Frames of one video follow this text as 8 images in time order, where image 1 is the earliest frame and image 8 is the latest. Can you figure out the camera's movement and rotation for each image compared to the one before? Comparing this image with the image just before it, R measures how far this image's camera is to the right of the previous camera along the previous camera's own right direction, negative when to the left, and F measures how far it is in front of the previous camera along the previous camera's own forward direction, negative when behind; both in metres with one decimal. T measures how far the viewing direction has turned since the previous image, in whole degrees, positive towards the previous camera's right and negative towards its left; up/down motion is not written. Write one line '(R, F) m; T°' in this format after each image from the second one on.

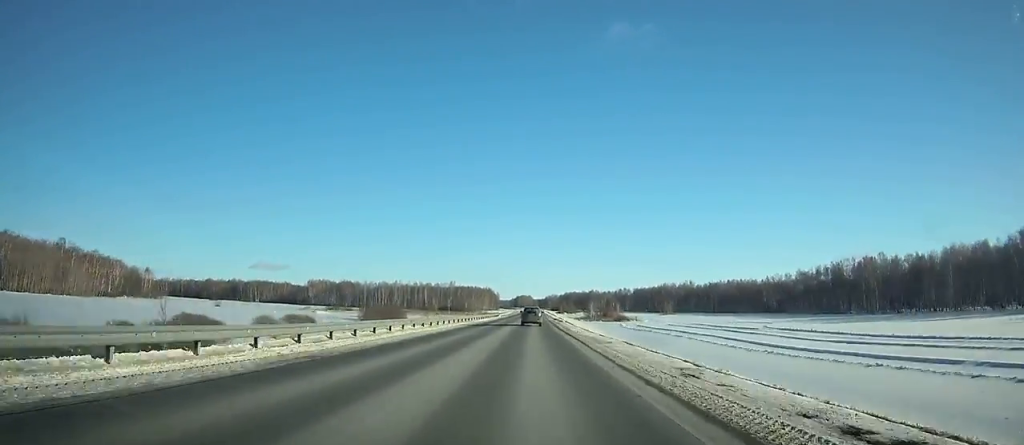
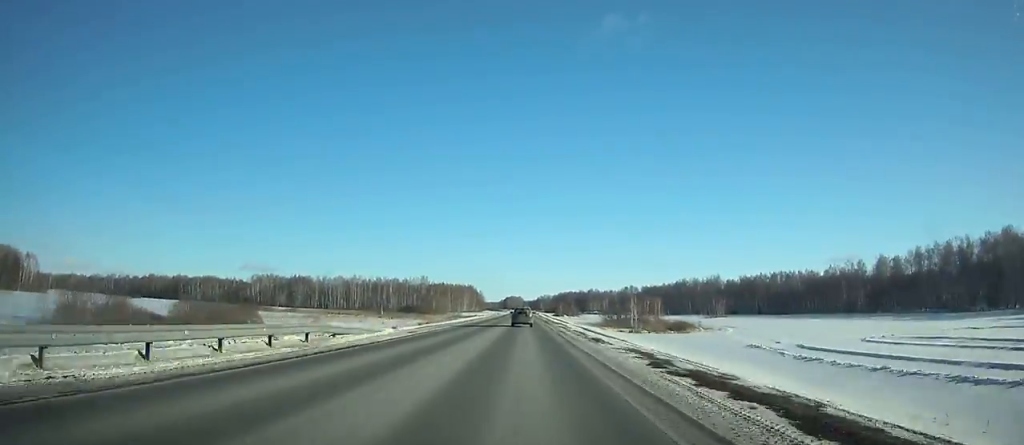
(+1.2, +96.4) m; +1°
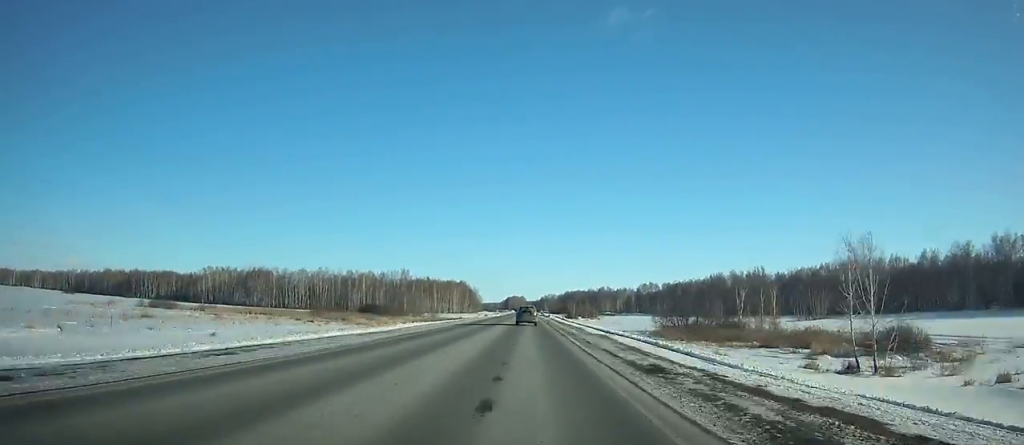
(+0.2, +76.0) m; 0°
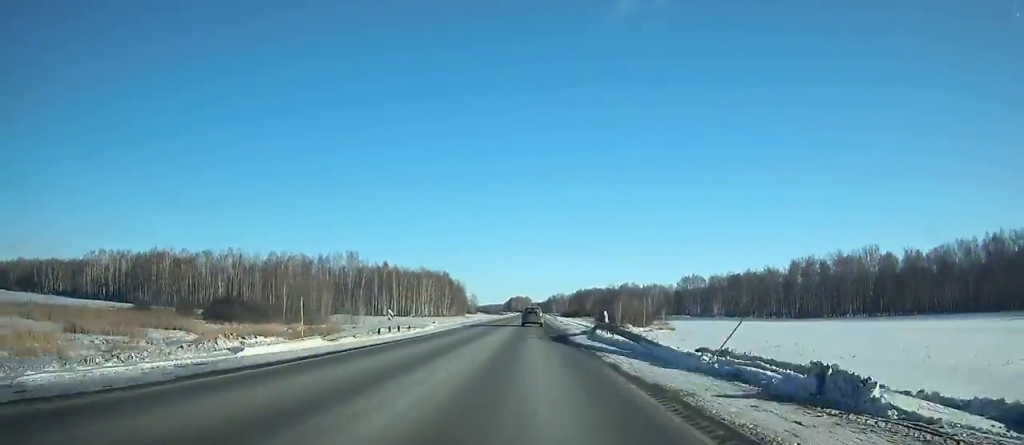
(-0.2, +111.7) m; 0°
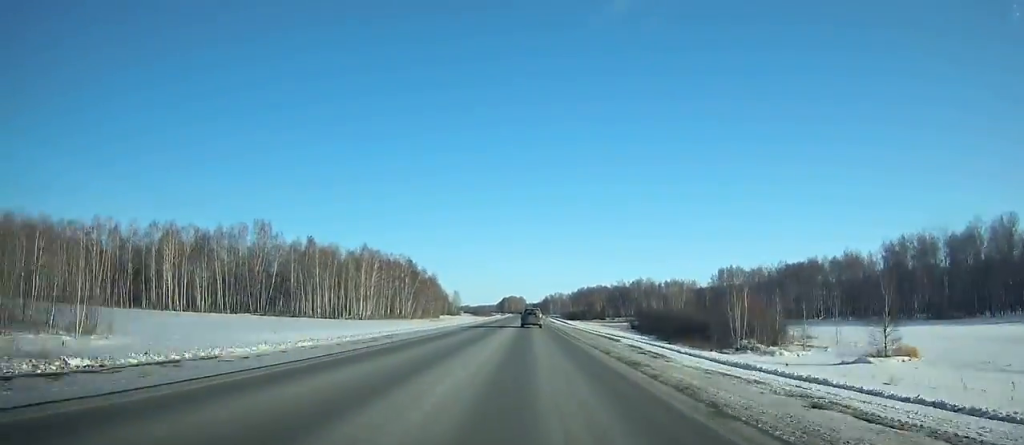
(0.0, +74.7) m; 0°
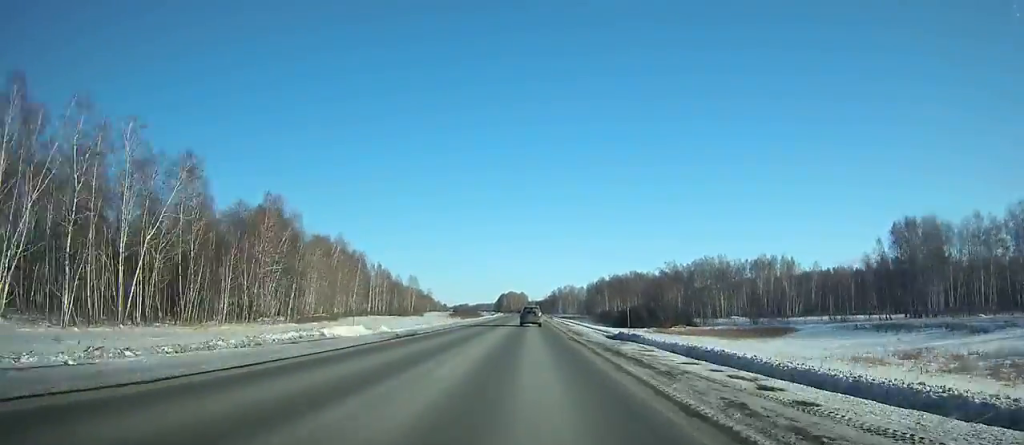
(+0.2, +129.7) m; 0°
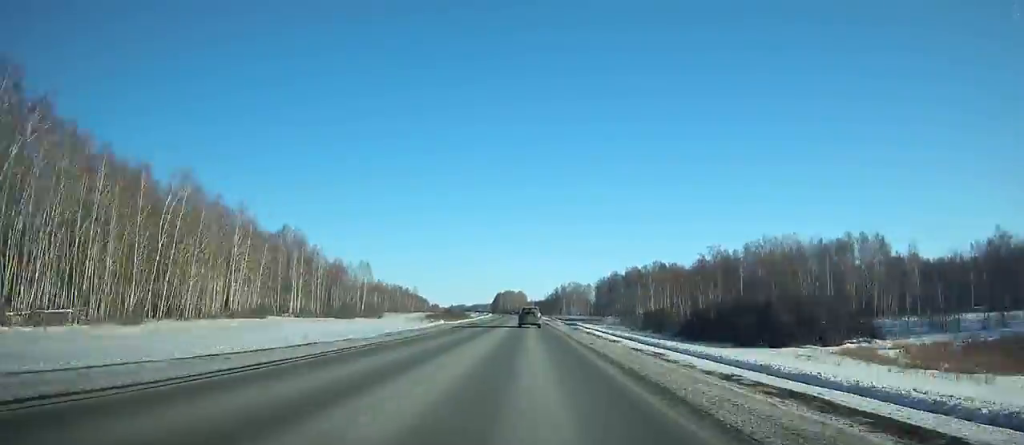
(-0.3, +62.5) m; 0°
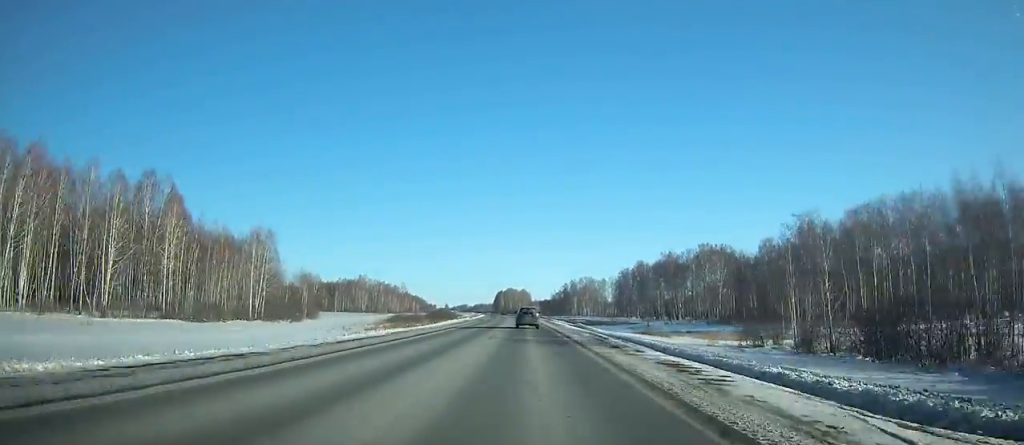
(-0.2, +64.4) m; -1°
